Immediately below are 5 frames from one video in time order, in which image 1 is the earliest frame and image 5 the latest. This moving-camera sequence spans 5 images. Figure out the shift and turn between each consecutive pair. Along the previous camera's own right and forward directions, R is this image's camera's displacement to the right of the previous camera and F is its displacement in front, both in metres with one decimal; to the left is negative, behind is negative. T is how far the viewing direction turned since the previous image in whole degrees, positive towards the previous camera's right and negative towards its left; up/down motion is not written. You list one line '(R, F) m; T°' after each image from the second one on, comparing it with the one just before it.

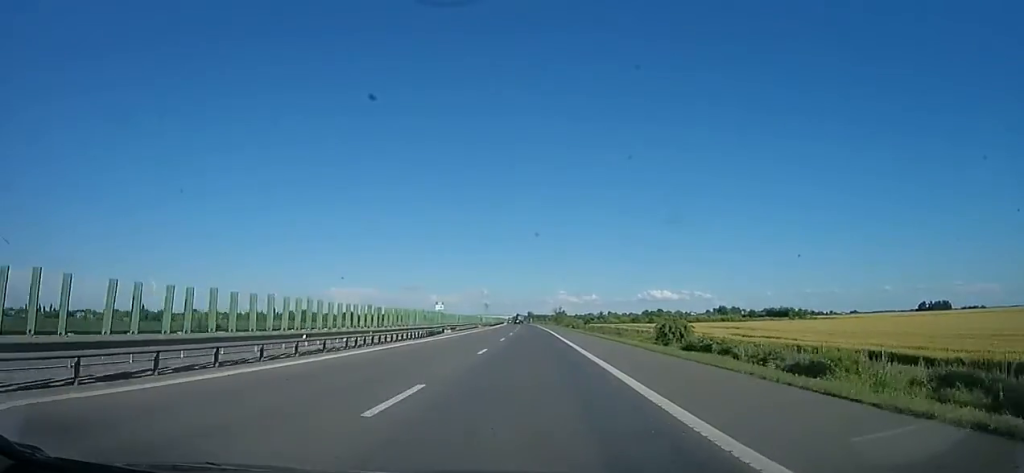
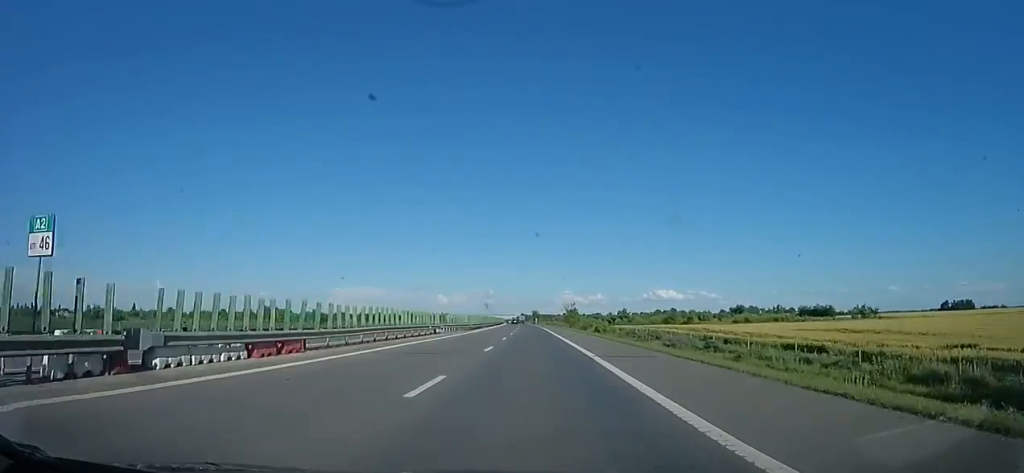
(+0.1, +29.8) m; 0°
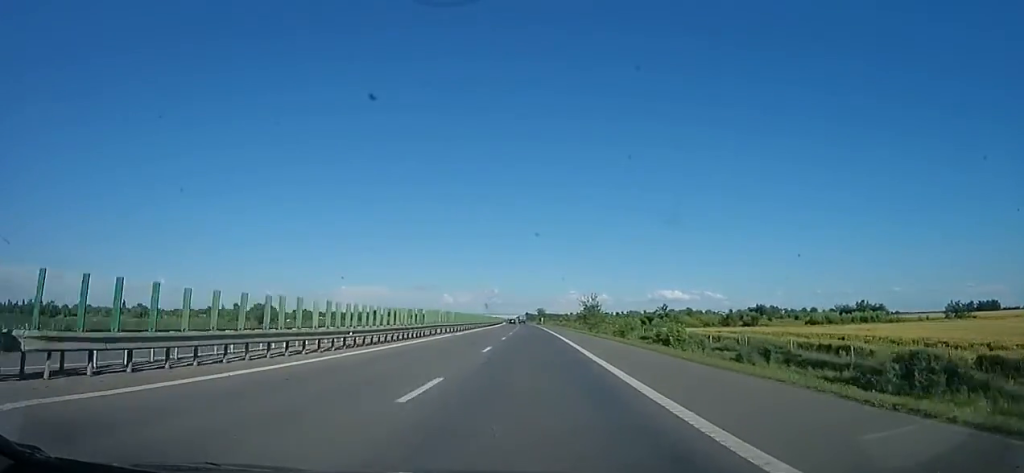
(-0.3, +33.4) m; -1°
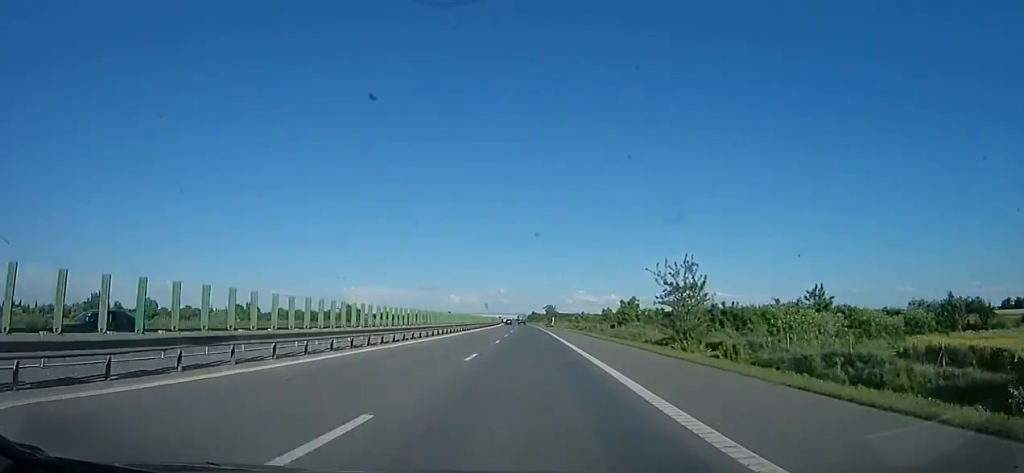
(0.0, +50.0) m; 0°
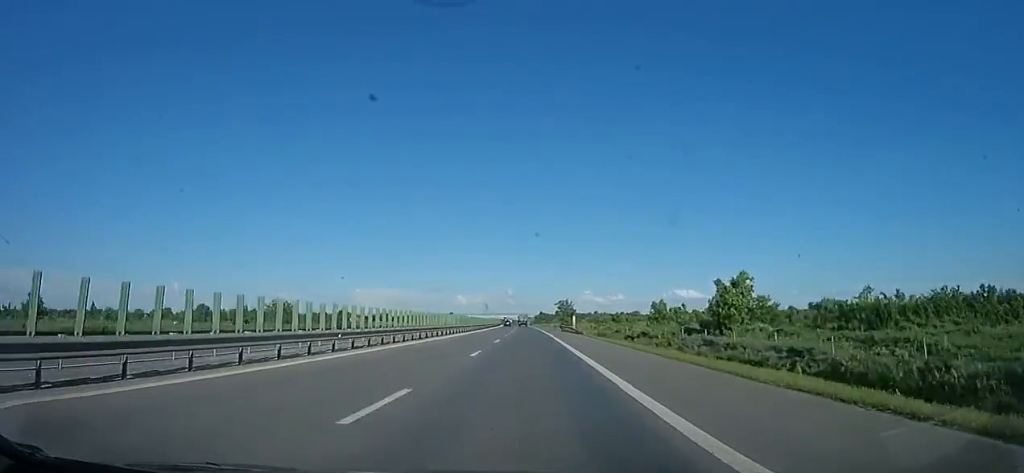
(0.0, +44.5) m; 0°
